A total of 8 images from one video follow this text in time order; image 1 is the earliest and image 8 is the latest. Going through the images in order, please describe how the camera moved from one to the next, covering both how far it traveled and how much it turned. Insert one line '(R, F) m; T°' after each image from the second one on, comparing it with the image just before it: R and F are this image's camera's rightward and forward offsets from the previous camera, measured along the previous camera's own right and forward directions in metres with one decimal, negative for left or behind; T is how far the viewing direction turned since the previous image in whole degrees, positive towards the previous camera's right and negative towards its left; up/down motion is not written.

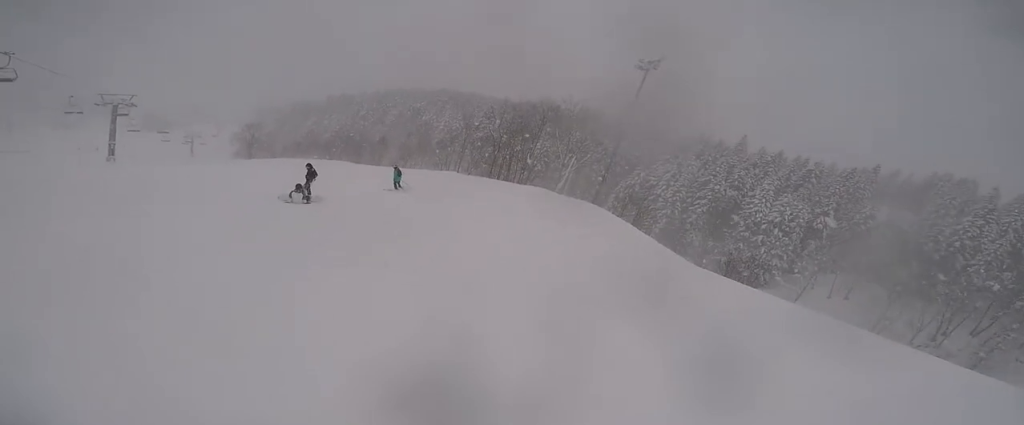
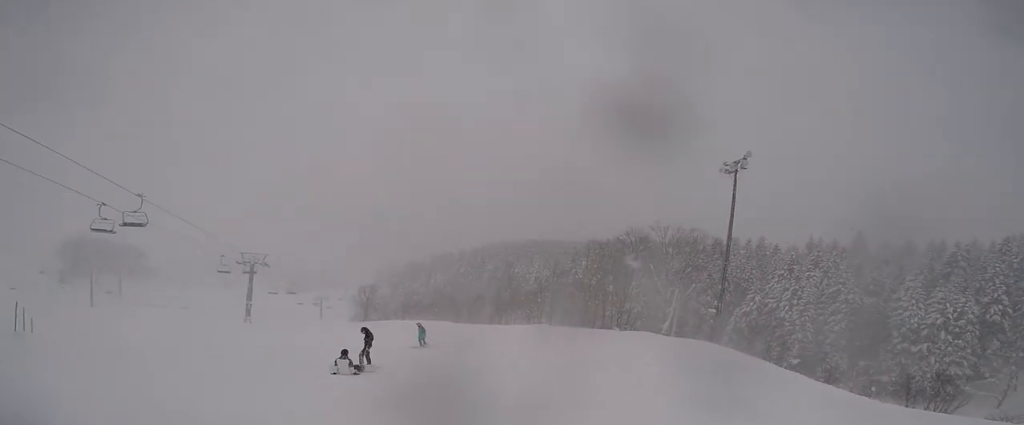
(-0.1, +3.9) m; -8°
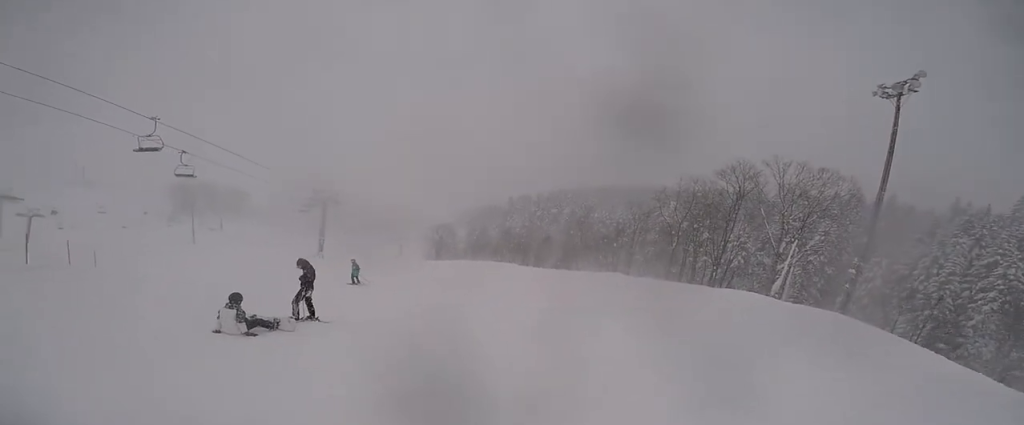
(-1.1, +5.7) m; -28°
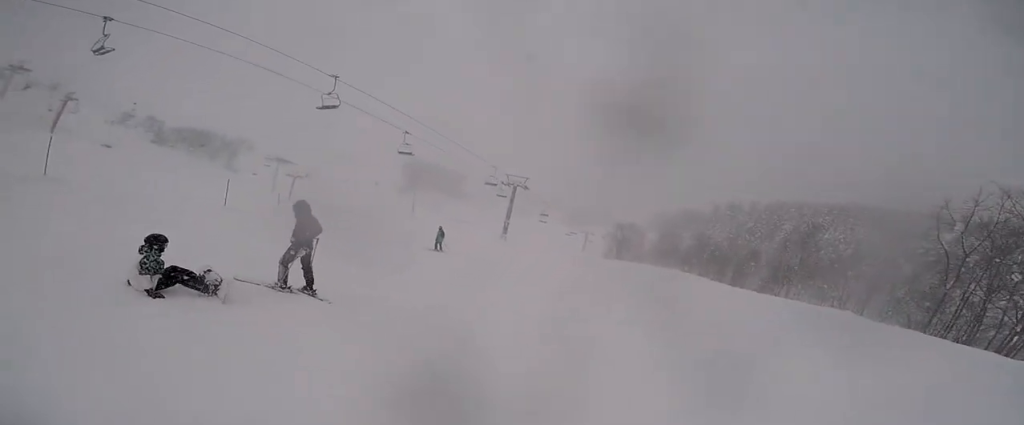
(-1.0, +4.2) m; -19°
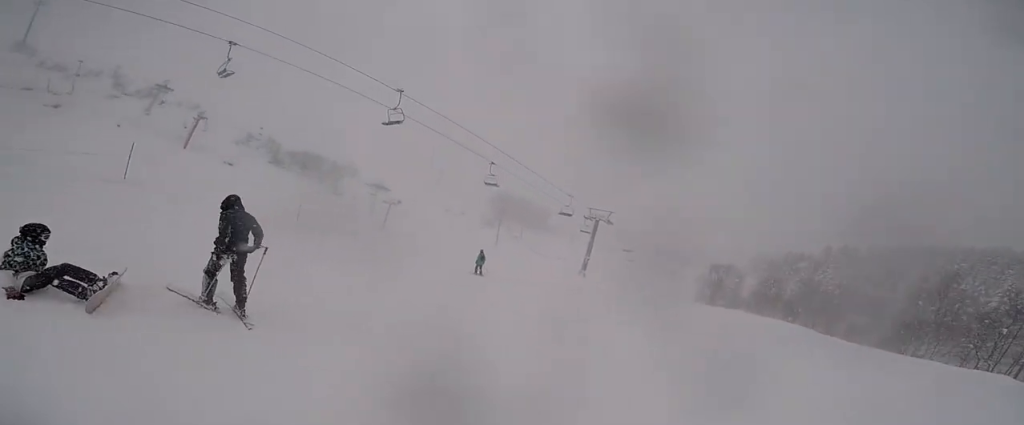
(-0.2, +2.3) m; -9°
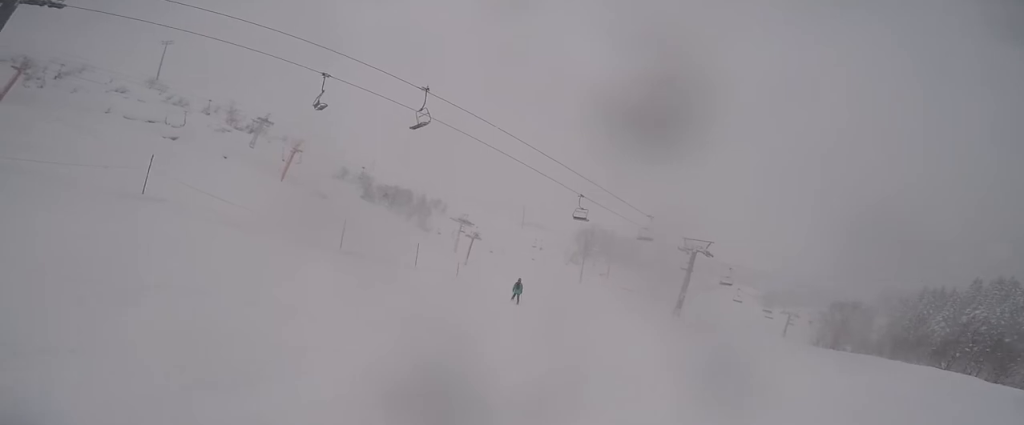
(-0.1, +4.6) m; -17°
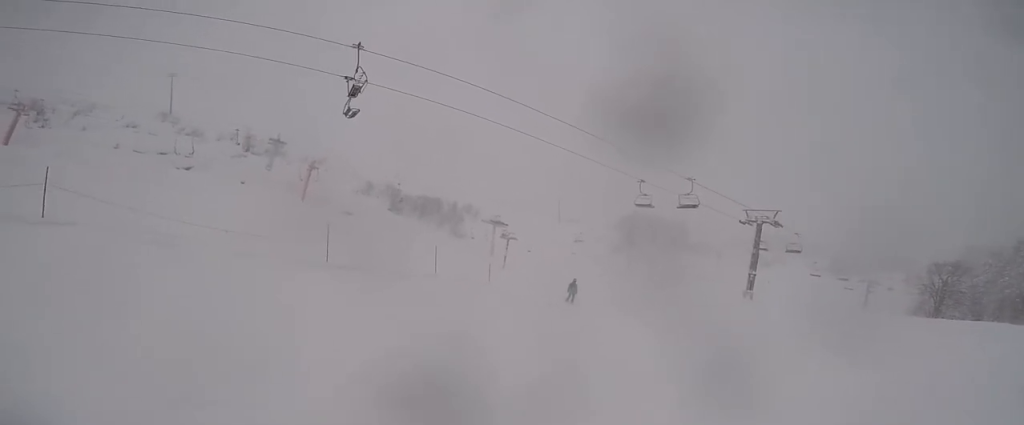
(-1.2, +5.5) m; +3°
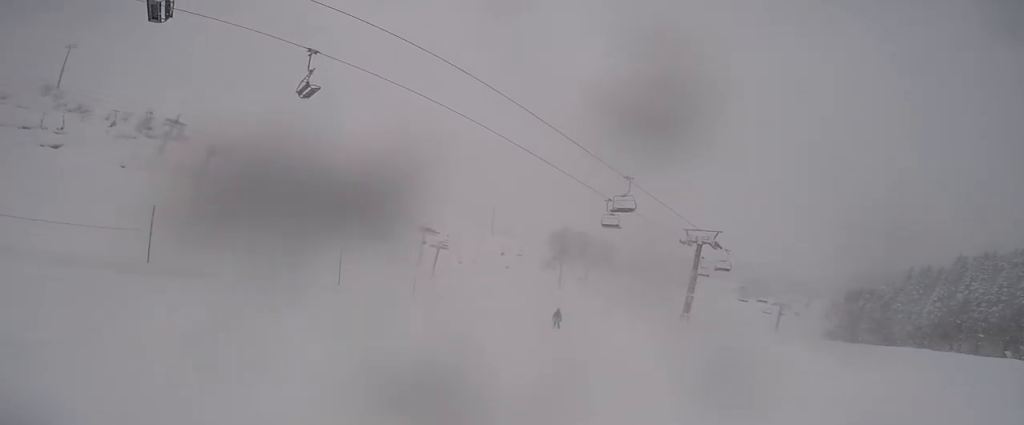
(+1.6, +5.7) m; +19°
